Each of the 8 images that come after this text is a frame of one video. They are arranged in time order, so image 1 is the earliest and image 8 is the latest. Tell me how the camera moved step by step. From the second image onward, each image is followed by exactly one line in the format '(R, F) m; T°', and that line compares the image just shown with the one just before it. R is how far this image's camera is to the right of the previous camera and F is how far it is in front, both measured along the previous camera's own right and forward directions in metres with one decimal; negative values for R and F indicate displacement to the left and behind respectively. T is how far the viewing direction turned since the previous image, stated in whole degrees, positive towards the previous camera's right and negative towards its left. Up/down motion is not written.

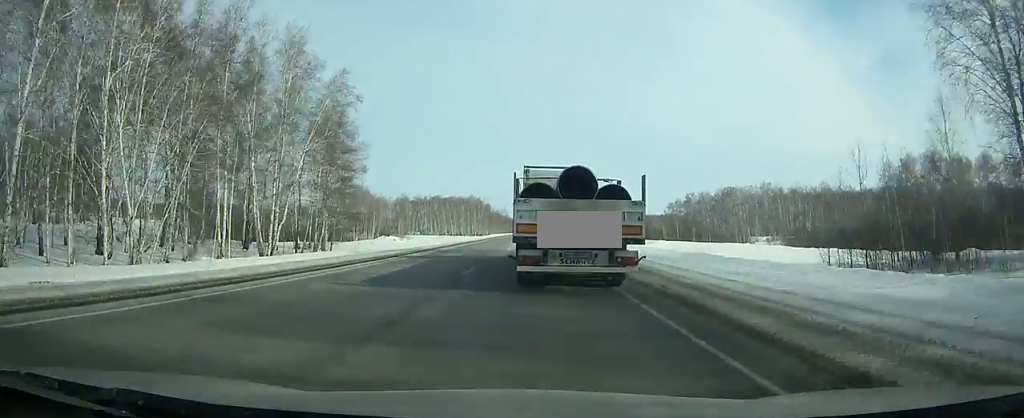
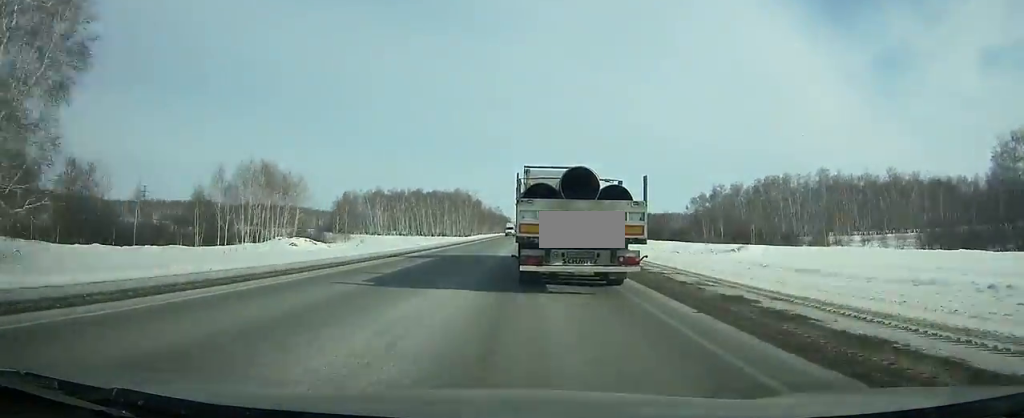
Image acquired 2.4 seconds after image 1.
(+0.1, +48.8) m; 0°
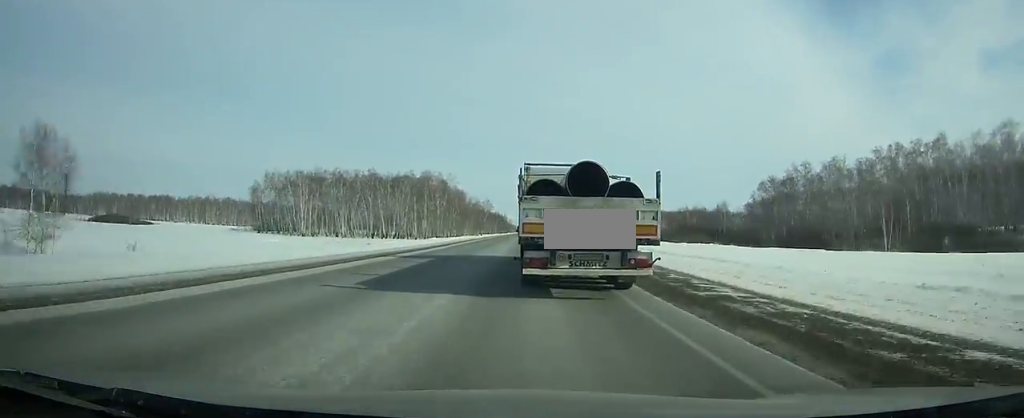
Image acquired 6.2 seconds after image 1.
(+0.2, +77.5) m; 0°
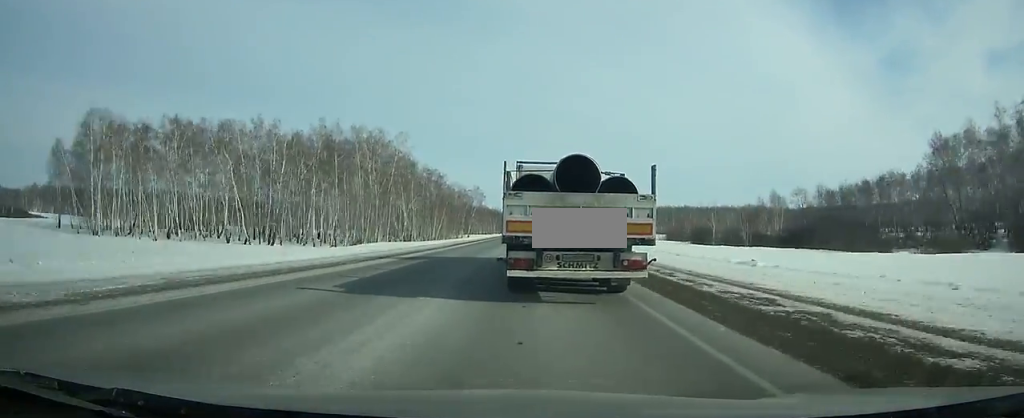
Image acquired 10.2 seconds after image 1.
(-0.2, +81.3) m; 0°
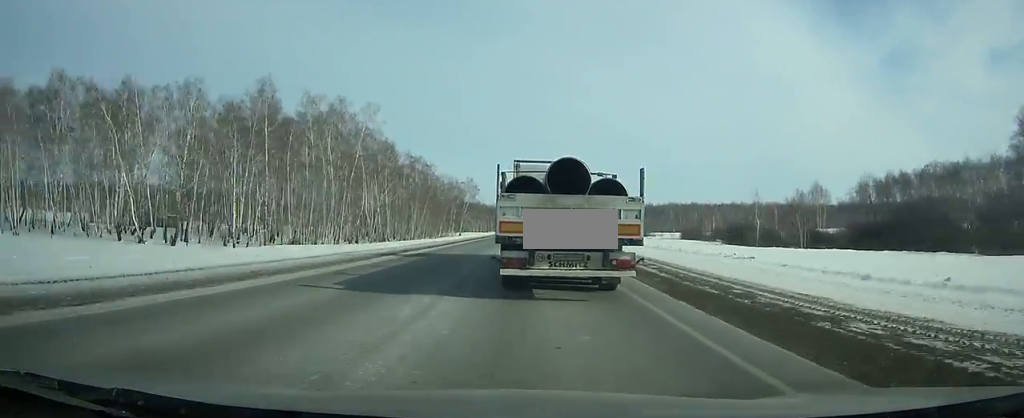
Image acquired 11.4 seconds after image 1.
(0.0, +24.3) m; 0°
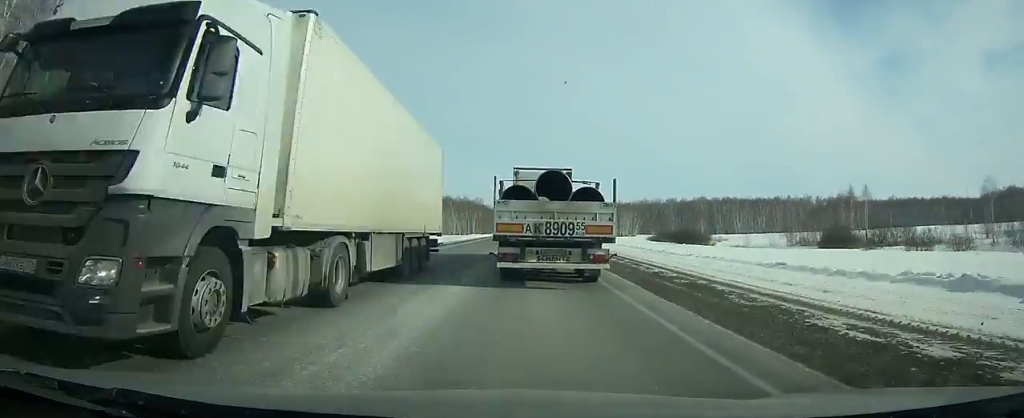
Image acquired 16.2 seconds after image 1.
(+0.4, +96.2) m; +1°
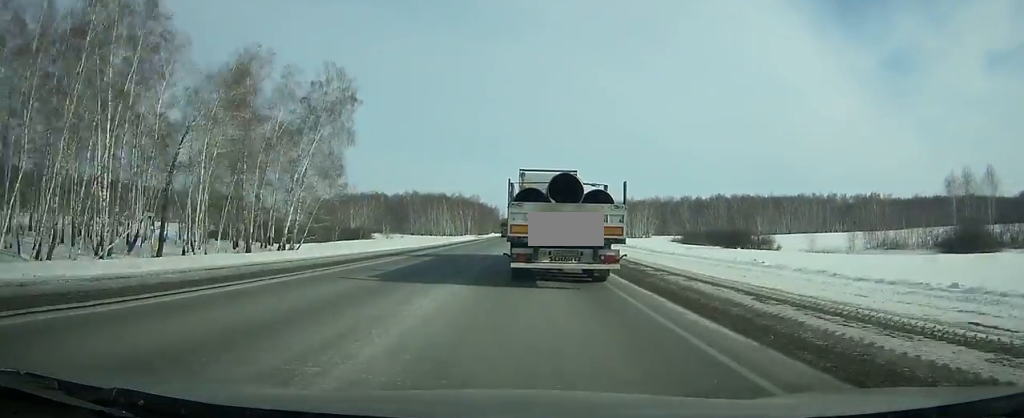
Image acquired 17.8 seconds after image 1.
(0.0, +32.0) m; 0°
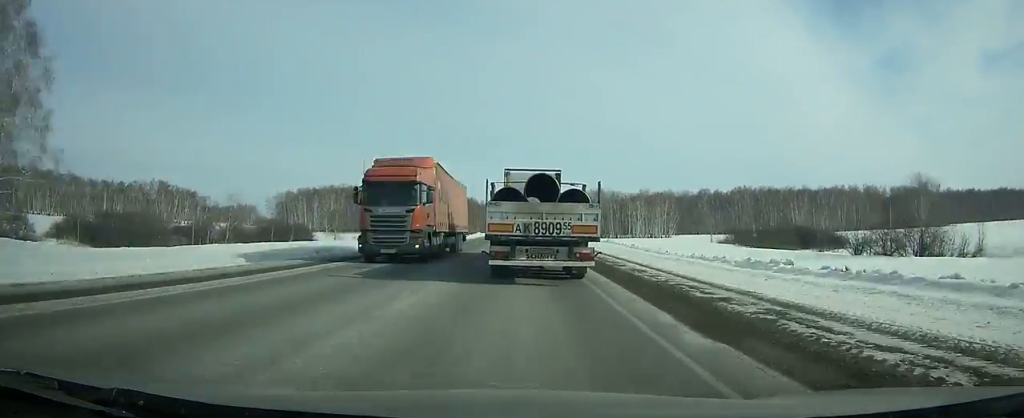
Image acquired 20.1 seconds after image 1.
(0.0, +46.0) m; 0°
